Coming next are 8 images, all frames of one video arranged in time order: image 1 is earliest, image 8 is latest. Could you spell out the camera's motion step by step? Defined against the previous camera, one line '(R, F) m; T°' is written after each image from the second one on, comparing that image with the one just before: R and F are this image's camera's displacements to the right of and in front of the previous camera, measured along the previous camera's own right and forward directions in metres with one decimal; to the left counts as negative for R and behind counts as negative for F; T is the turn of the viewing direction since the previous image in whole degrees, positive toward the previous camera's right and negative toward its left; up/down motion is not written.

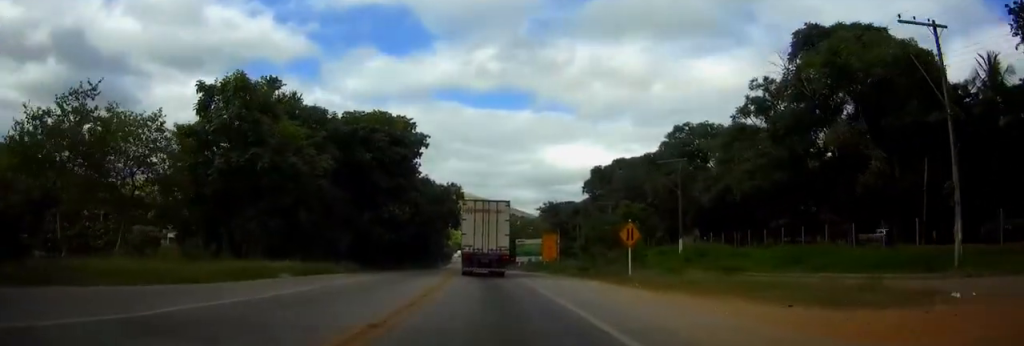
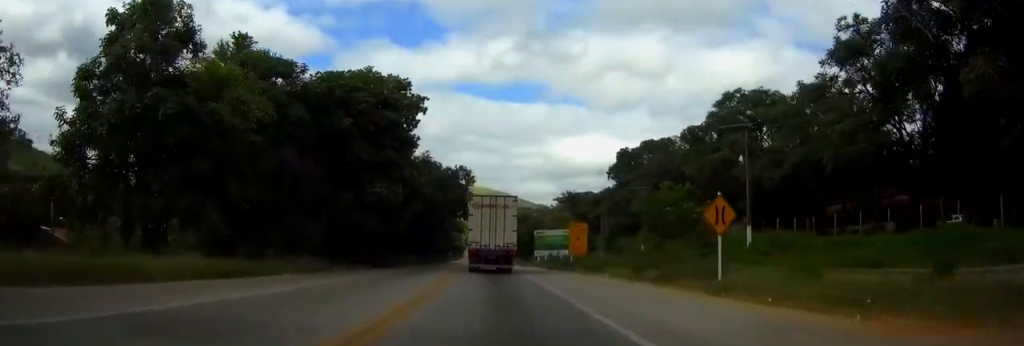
(0.0, +12.4) m; -1°
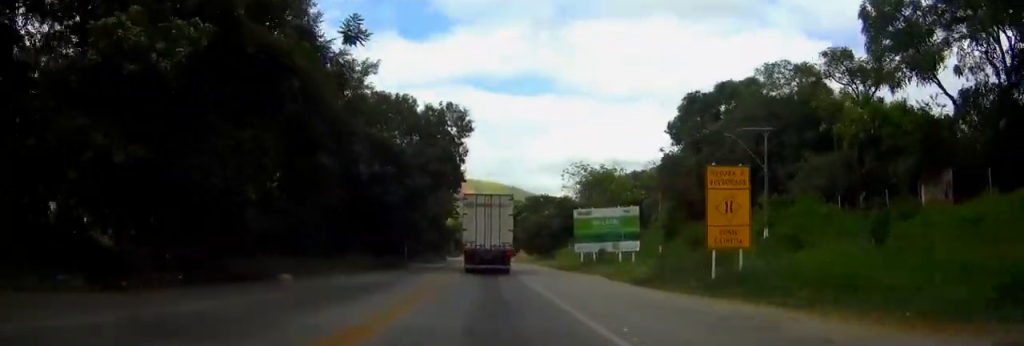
(-0.7, +34.1) m; -2°
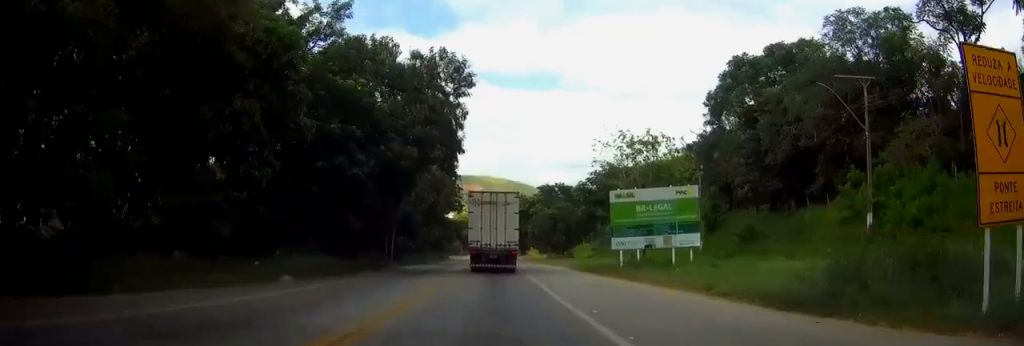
(0.0, +13.2) m; 0°
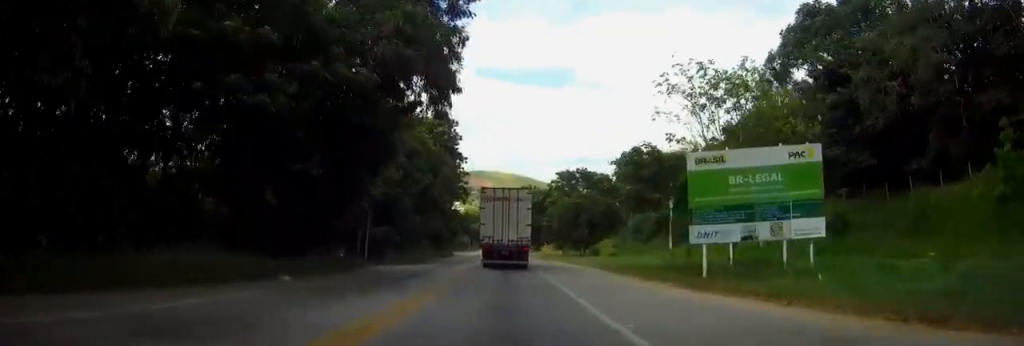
(-0.1, +13.4) m; 0°
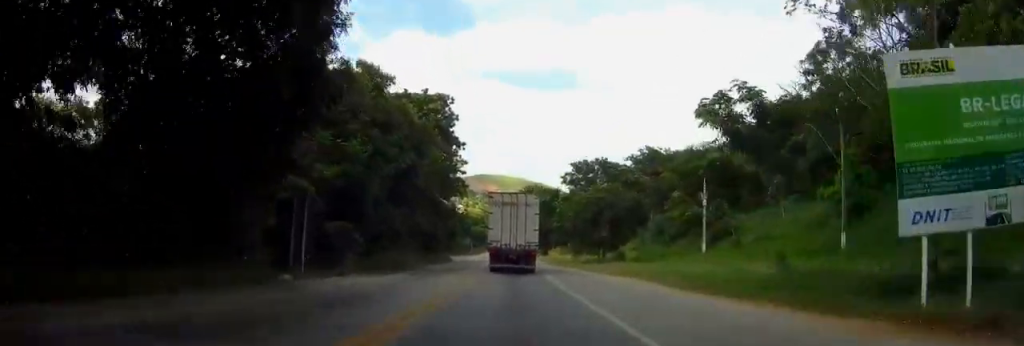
(0.0, +12.5) m; 0°
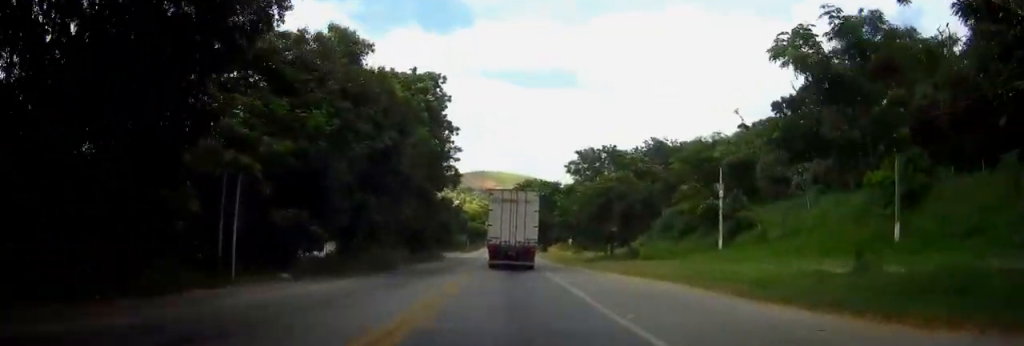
(0.0, +7.1) m; 0°
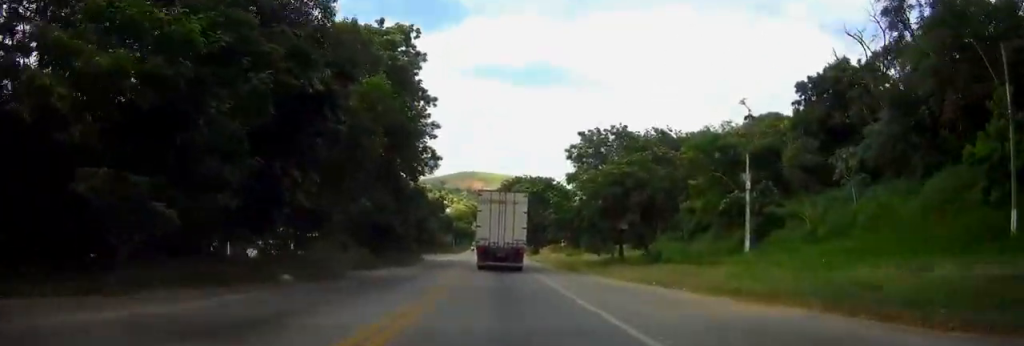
(0.0, +10.3) m; 0°
